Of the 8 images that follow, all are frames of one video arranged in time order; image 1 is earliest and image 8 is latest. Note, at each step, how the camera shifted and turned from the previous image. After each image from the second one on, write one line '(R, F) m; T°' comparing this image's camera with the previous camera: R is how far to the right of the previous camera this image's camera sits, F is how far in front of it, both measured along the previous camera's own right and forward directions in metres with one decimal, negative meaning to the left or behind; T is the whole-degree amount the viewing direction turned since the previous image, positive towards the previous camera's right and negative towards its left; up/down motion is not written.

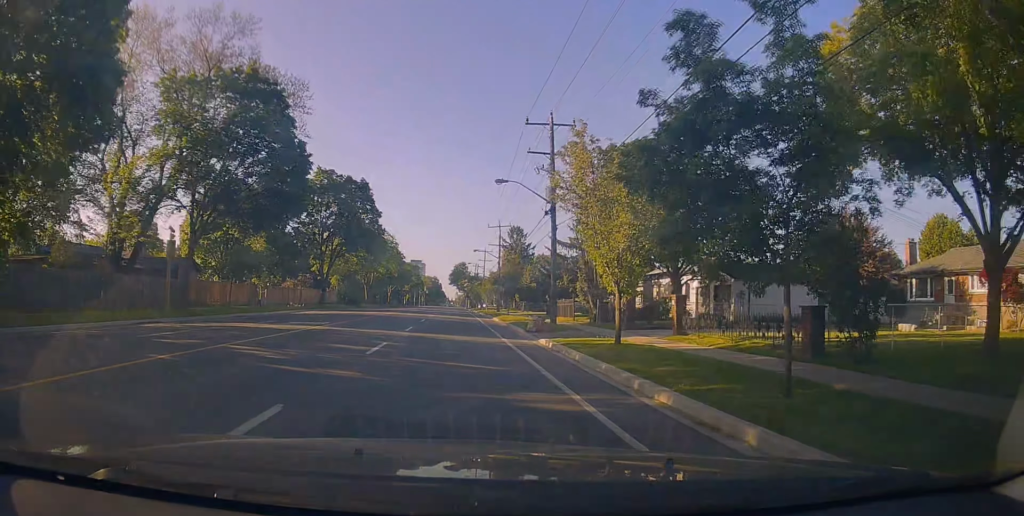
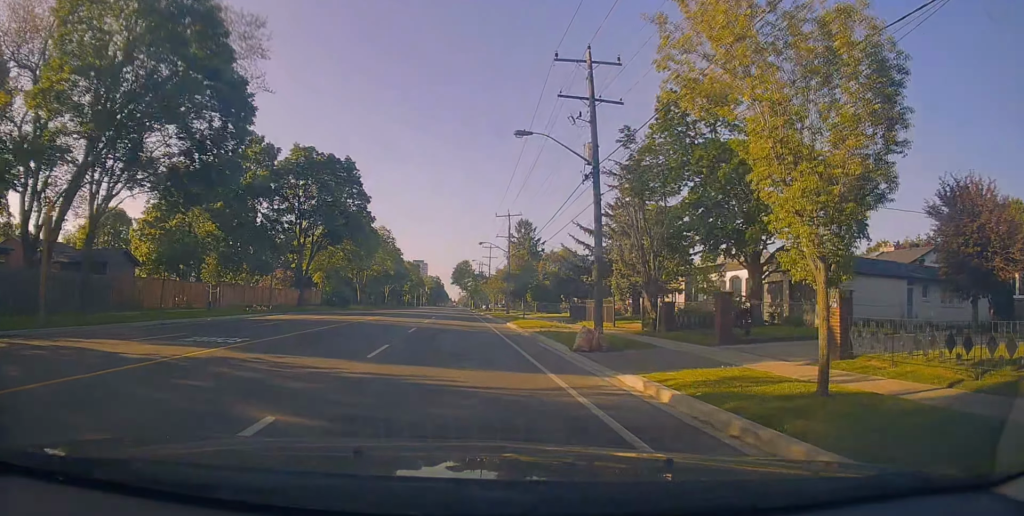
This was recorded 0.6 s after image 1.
(-0.3, +9.5) m; 0°
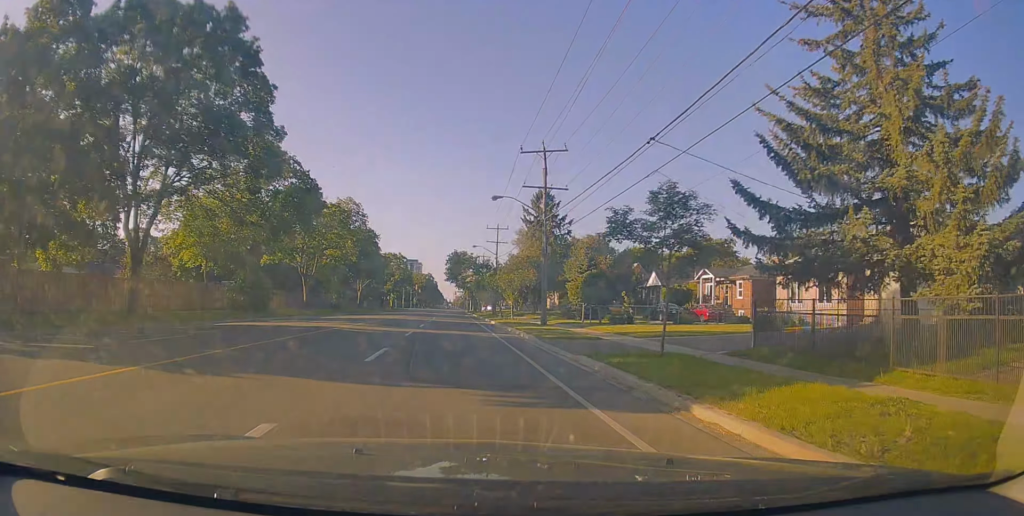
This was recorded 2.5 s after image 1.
(-0.2, +27.9) m; -2°
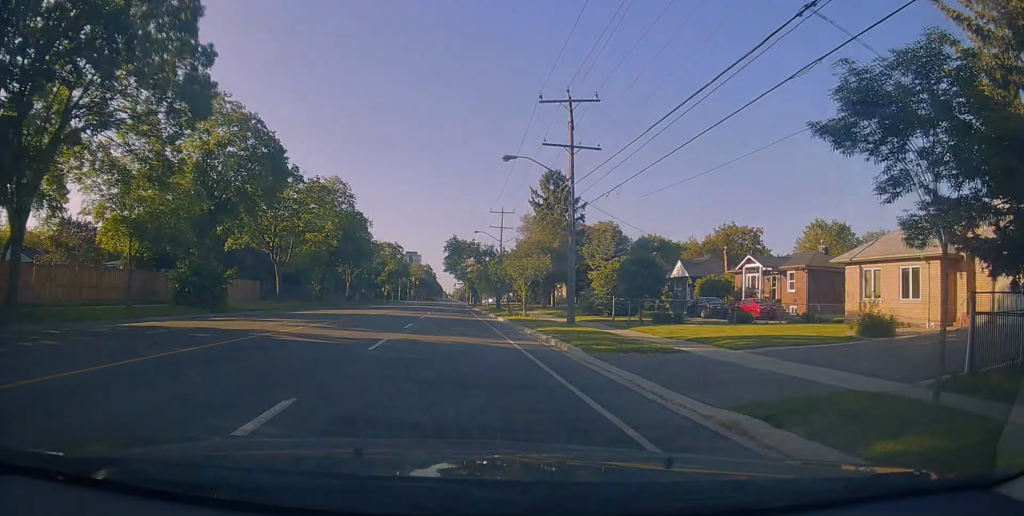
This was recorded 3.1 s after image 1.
(+0.1, +8.0) m; 0°
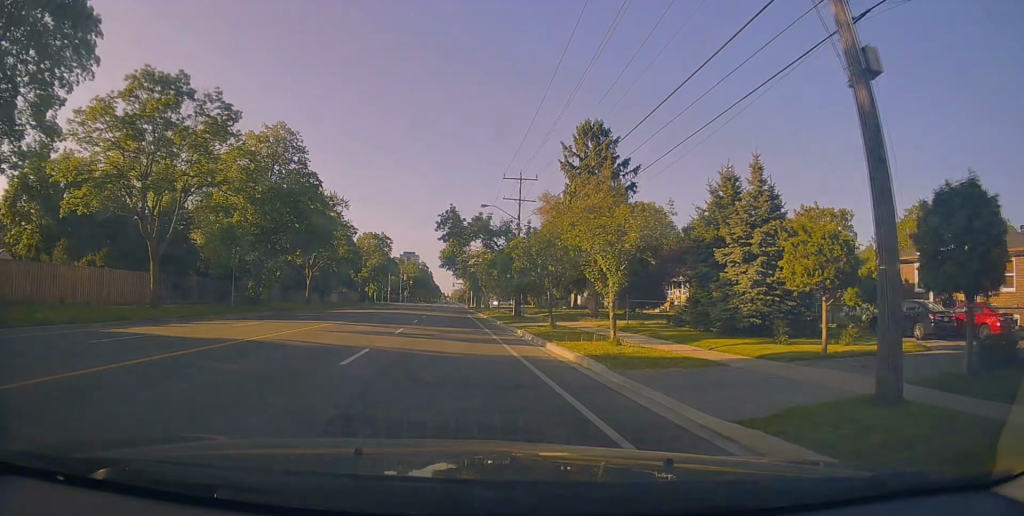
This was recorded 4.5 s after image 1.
(+0.1, +20.4) m; 0°
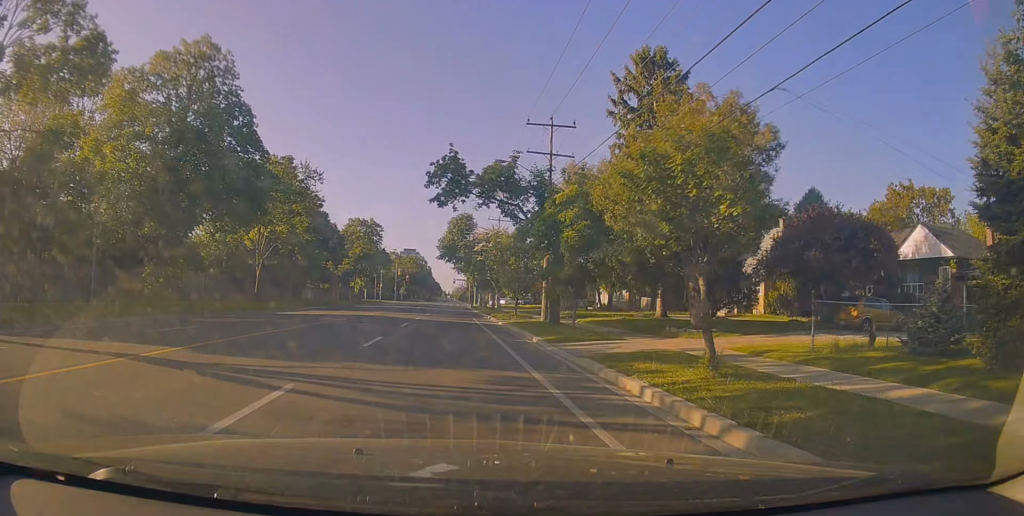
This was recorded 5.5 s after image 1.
(+0.1, +15.6) m; +2°
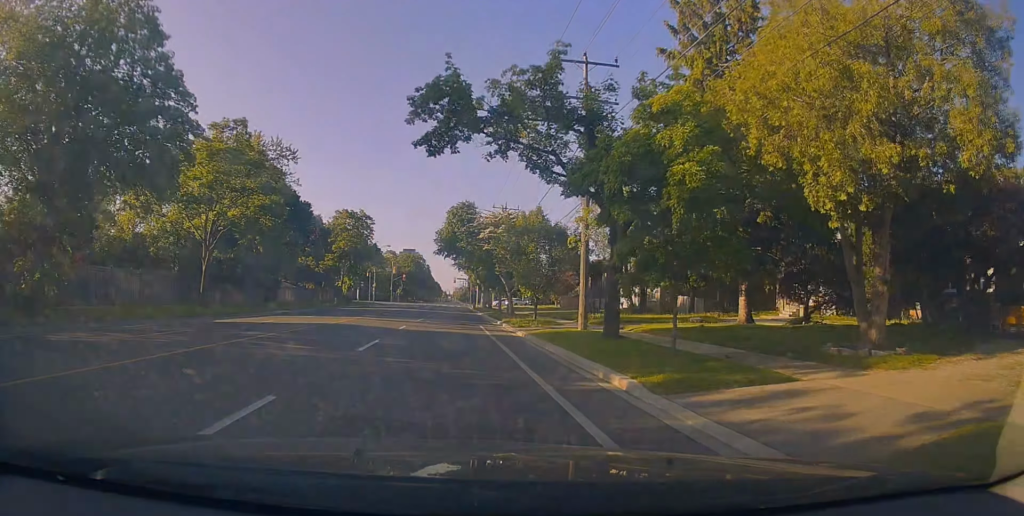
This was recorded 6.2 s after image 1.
(+0.2, +9.8) m; -1°
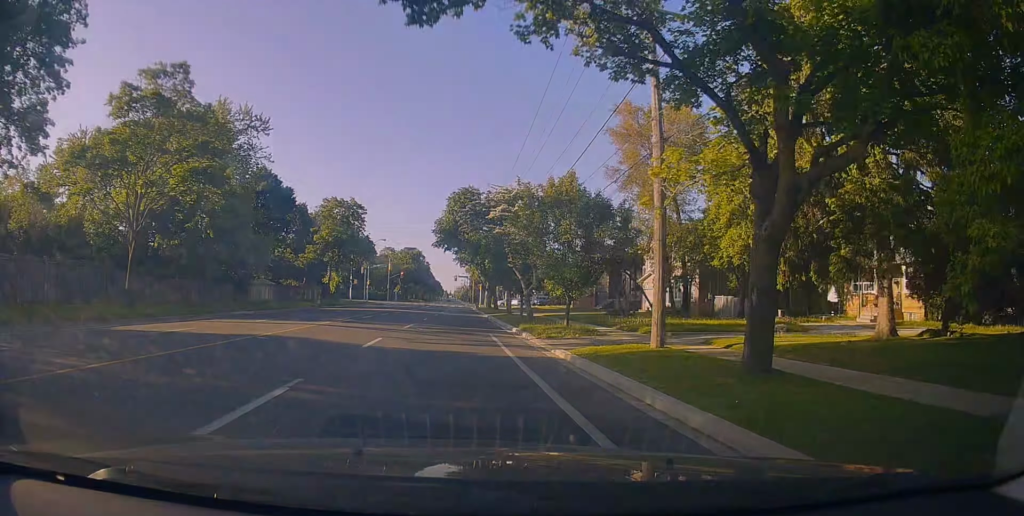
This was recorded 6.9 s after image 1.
(+0.1, +8.5) m; -1°
